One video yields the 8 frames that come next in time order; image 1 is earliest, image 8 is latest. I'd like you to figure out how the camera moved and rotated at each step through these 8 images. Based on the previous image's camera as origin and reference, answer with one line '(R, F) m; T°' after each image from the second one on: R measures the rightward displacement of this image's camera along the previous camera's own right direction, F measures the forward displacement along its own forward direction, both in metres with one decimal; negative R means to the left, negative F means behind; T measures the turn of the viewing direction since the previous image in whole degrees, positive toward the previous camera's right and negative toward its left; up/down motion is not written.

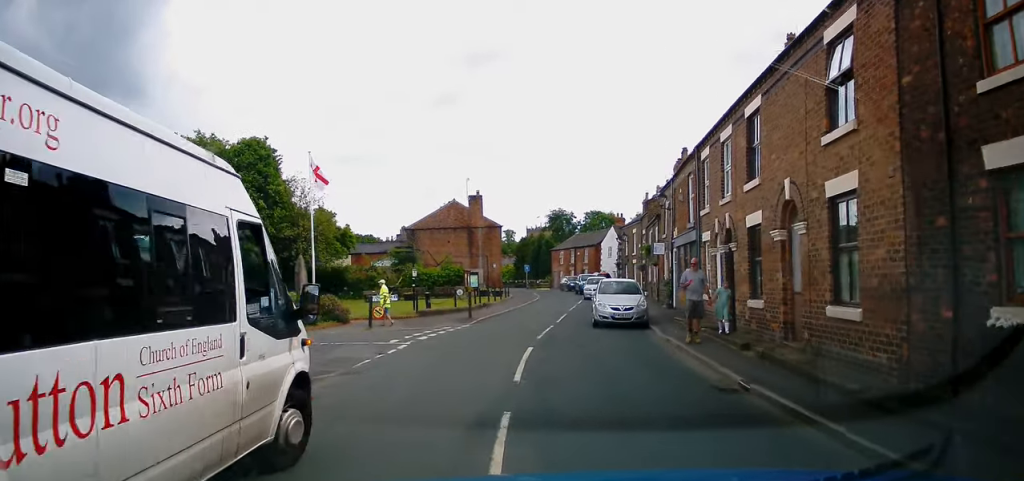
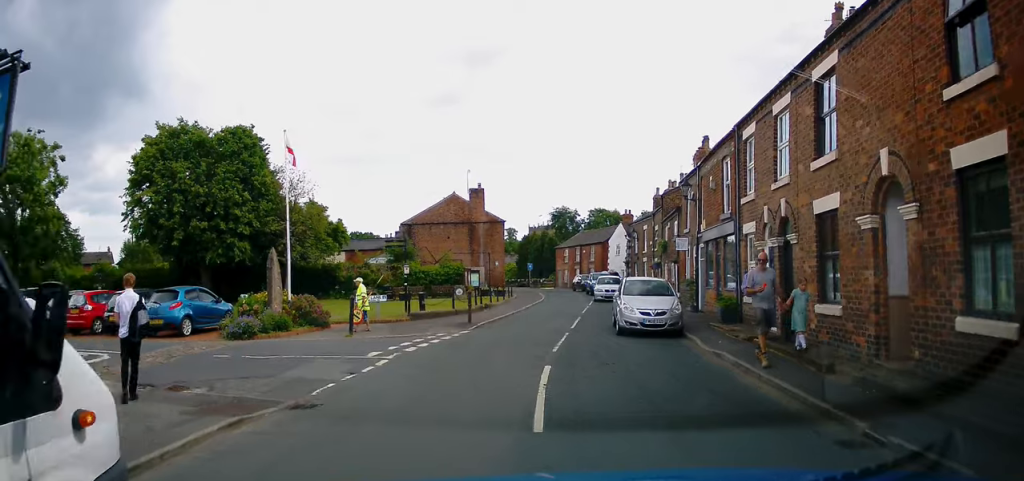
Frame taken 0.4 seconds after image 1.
(0.0, +3.0) m; 0°
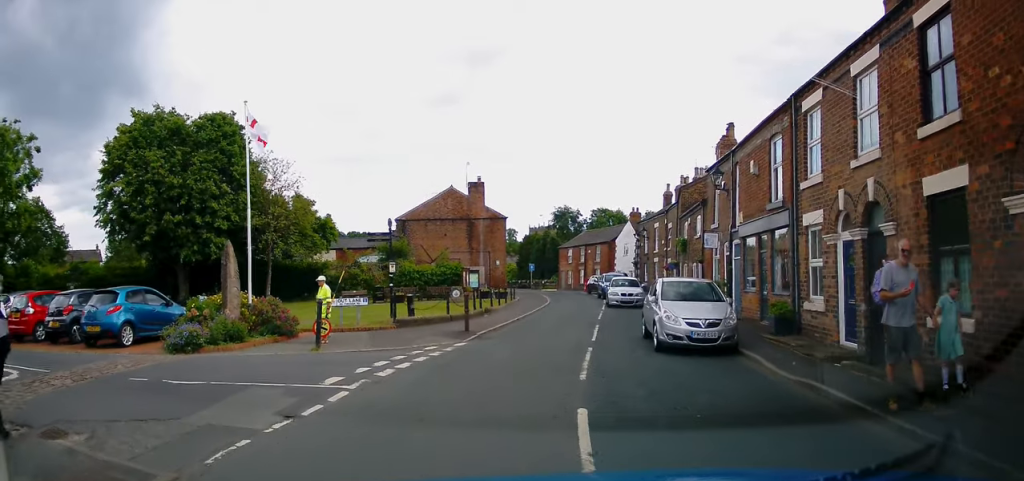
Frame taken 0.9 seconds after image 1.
(0.0, +3.5) m; 0°
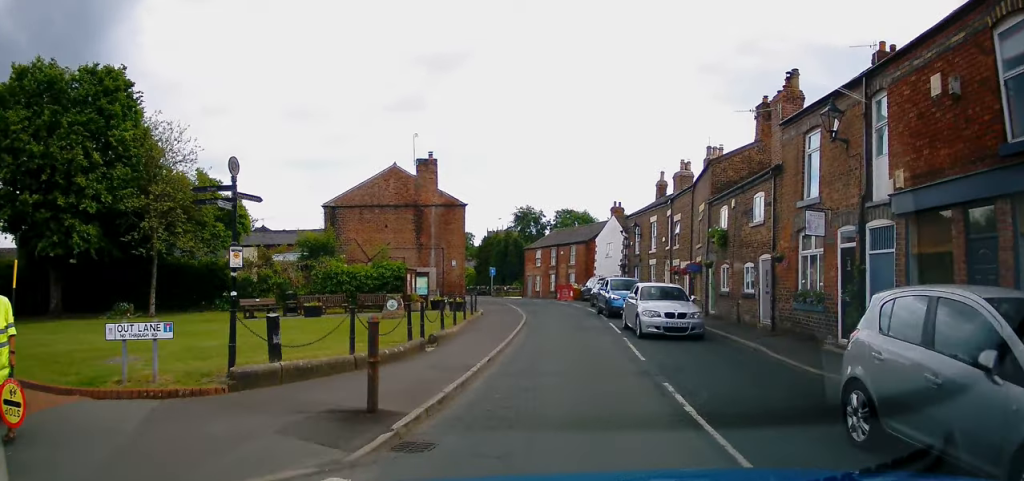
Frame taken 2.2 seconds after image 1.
(+0.4, +9.9) m; +6°
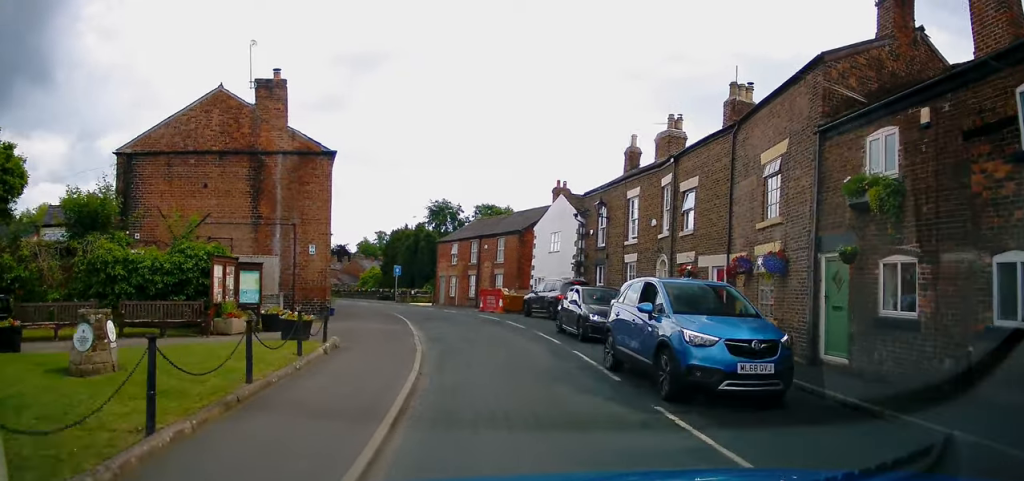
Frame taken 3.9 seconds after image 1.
(+1.0, +13.4) m; +5°
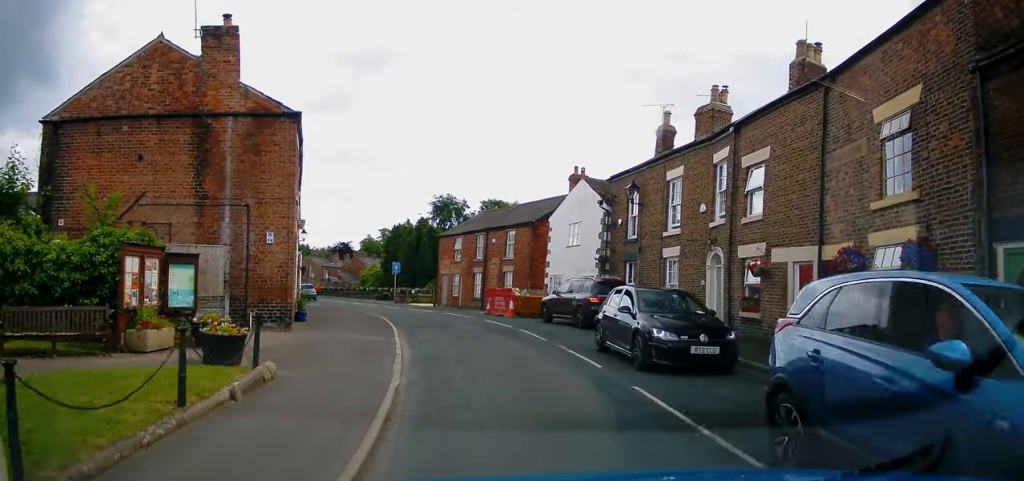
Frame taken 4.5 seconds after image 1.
(0.0, +4.3) m; -1°
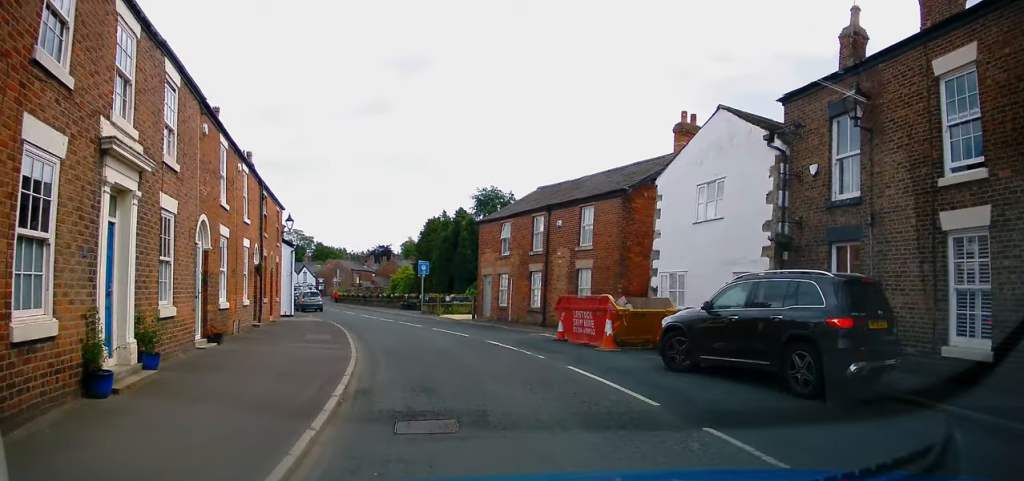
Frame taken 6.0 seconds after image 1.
(-0.4, +12.3) m; -6°
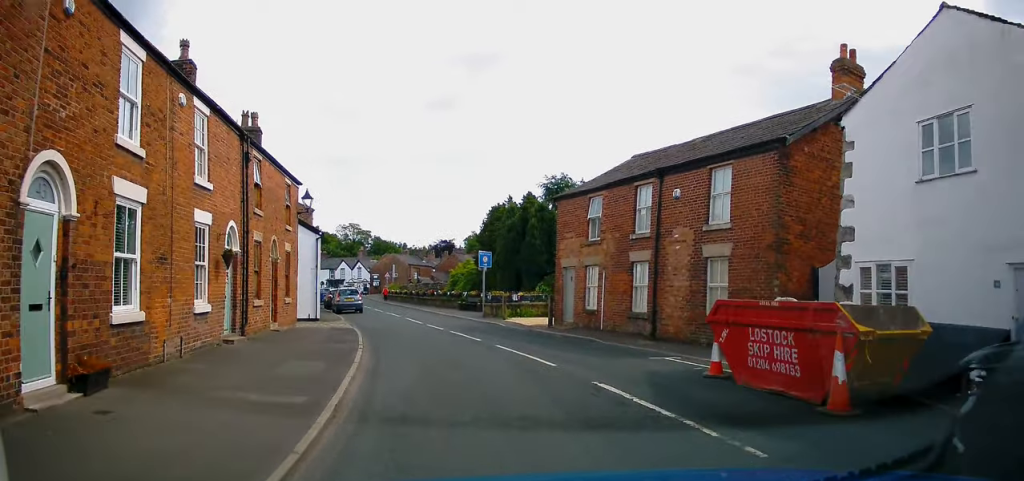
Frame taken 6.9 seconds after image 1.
(-0.3, +7.5) m; -6°
